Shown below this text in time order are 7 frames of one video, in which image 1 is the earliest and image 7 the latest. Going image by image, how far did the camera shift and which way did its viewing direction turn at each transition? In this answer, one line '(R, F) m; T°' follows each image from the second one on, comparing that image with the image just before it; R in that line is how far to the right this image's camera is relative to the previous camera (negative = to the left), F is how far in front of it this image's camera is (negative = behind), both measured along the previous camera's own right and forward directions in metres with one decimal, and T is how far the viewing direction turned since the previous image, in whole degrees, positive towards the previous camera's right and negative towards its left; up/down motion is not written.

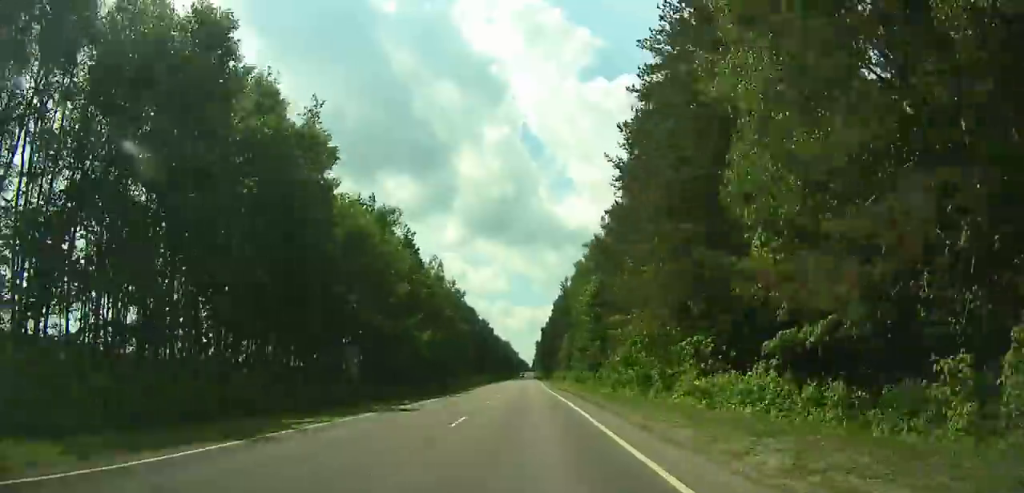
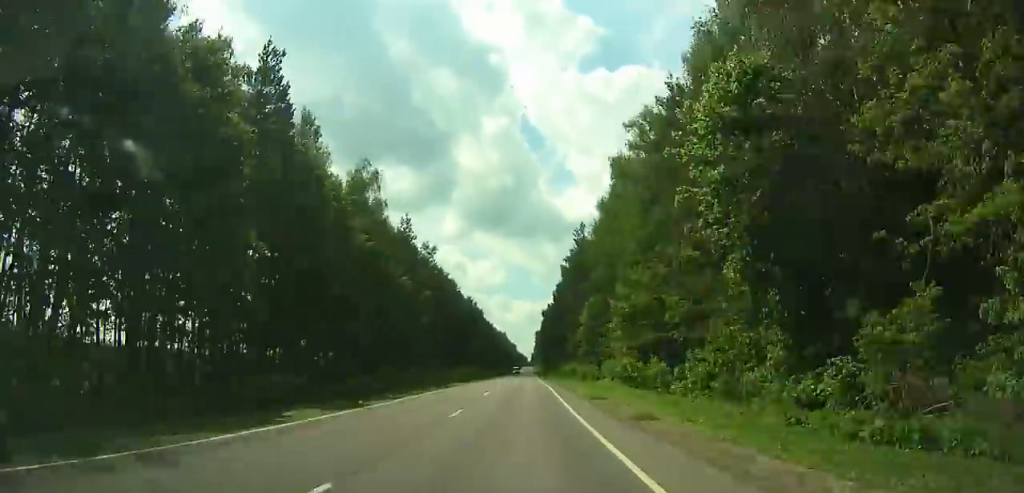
(0.0, +47.0) m; 0°
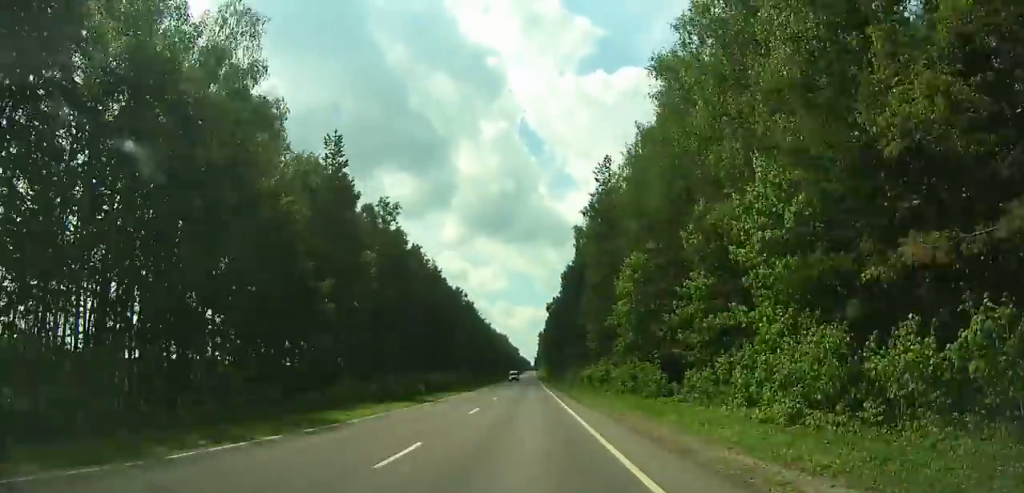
(+0.1, +32.5) m; 0°
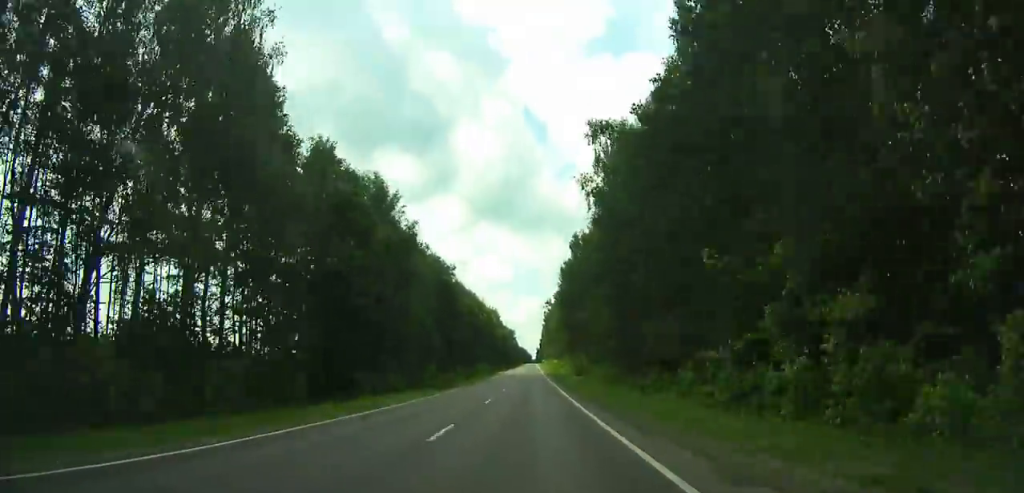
(+0.1, +123.4) m; 0°
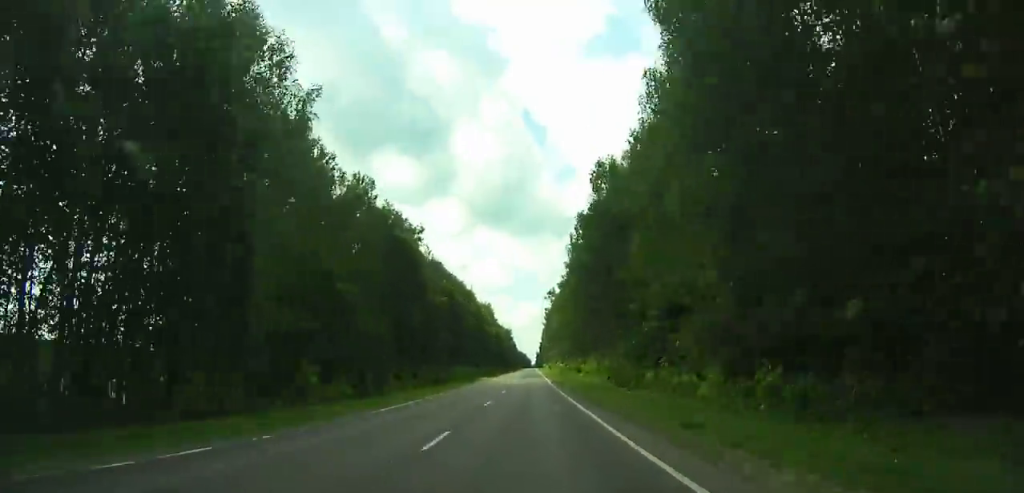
(0.0, +37.8) m; 0°
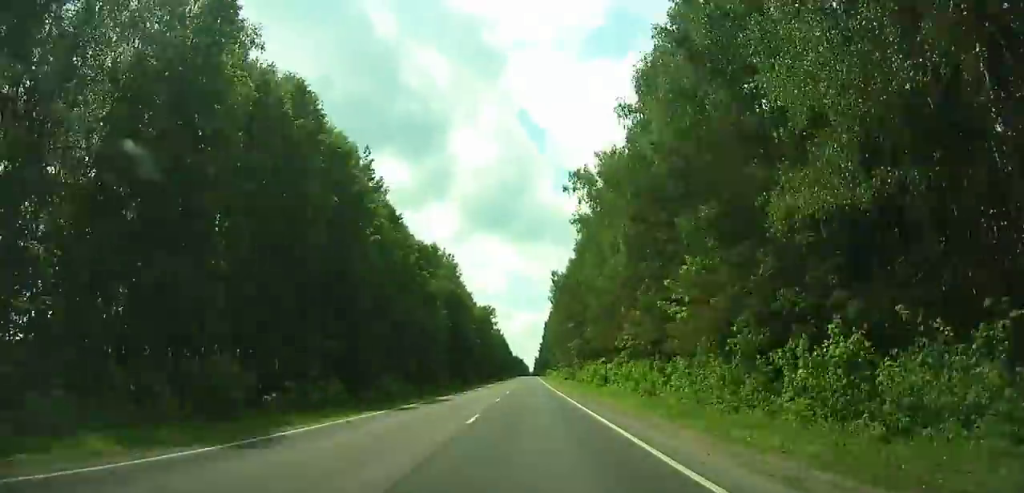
(0.0, +102.8) m; 0°
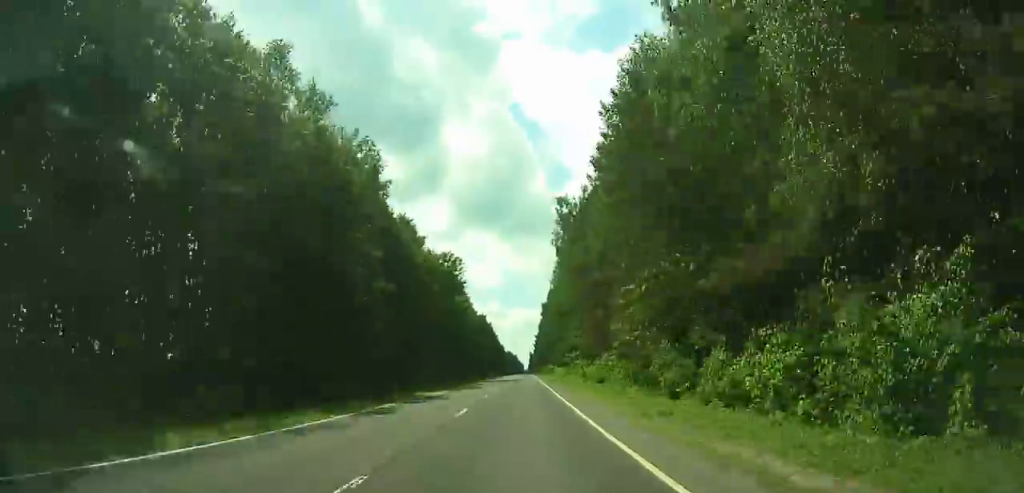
(+0.3, +59.4) m; 0°
